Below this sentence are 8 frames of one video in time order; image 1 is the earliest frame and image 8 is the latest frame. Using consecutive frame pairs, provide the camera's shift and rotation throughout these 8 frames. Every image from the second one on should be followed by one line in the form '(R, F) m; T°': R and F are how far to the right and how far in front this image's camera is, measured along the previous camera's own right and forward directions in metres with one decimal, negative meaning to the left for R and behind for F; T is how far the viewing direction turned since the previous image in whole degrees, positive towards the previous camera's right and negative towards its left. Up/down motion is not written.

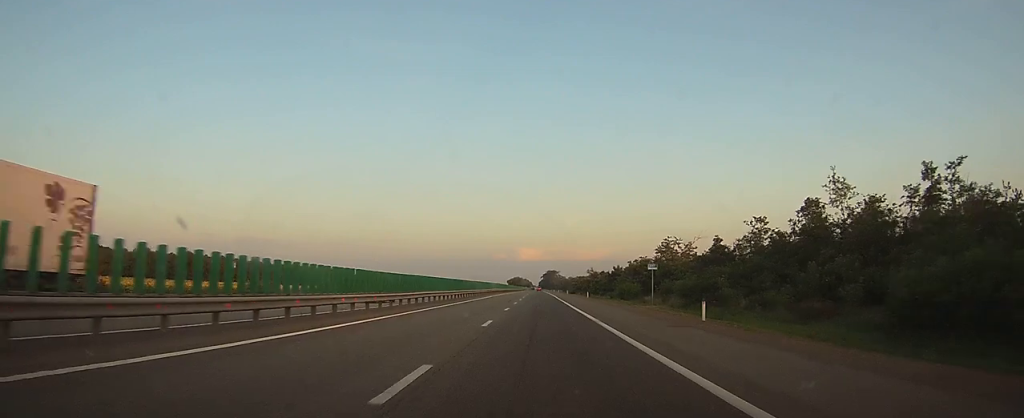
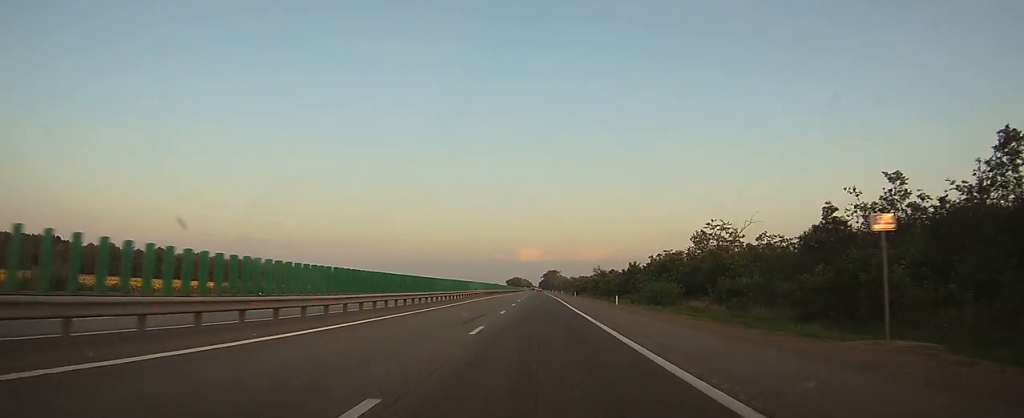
(0.0, +26.5) m; 0°
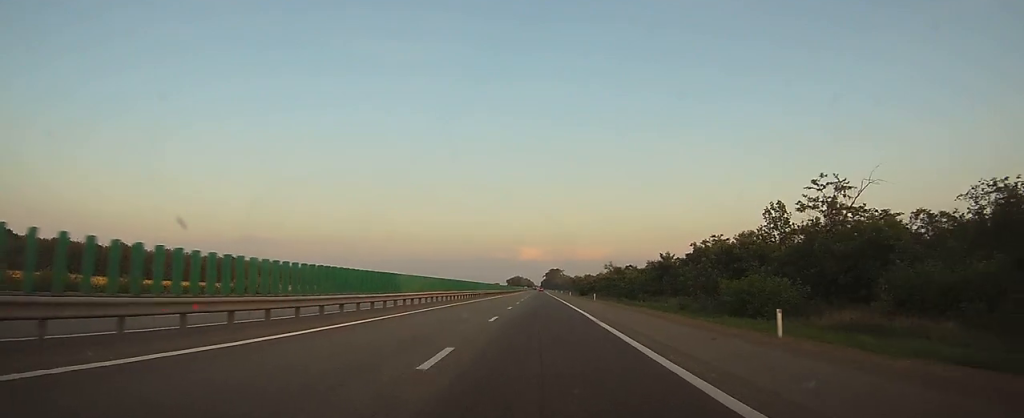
(+0.1, +30.4) m; 0°
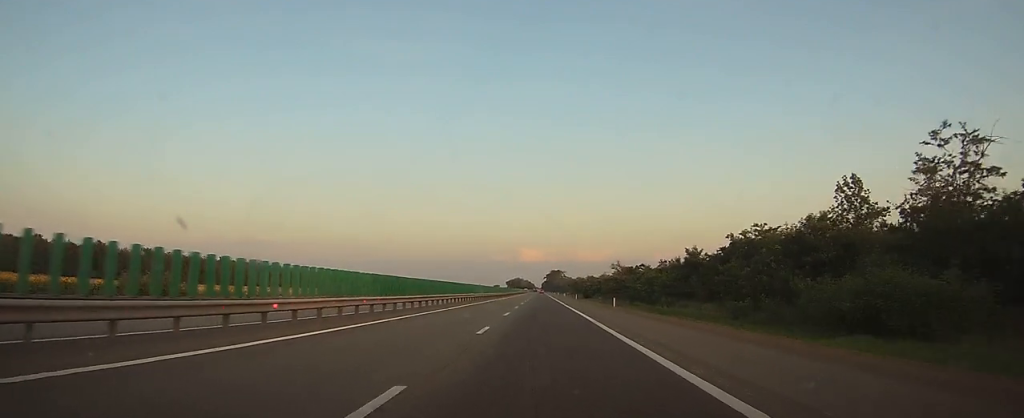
(0.0, +16.3) m; 0°
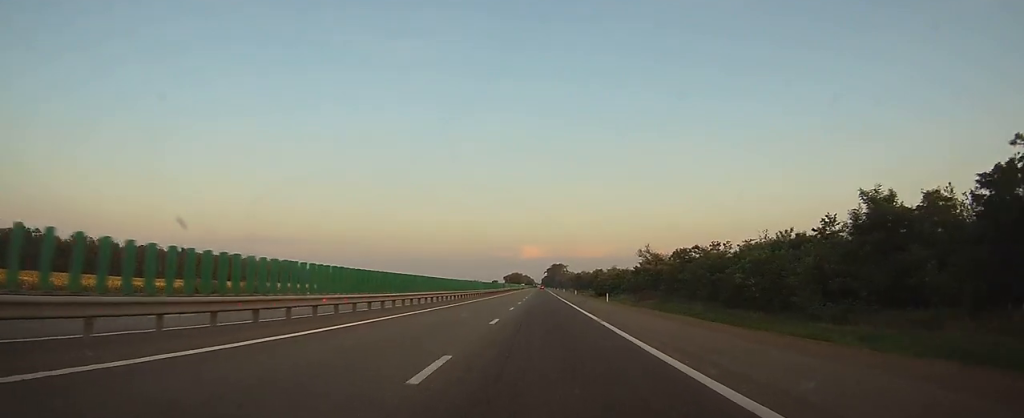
(-0.2, +44.6) m; 0°
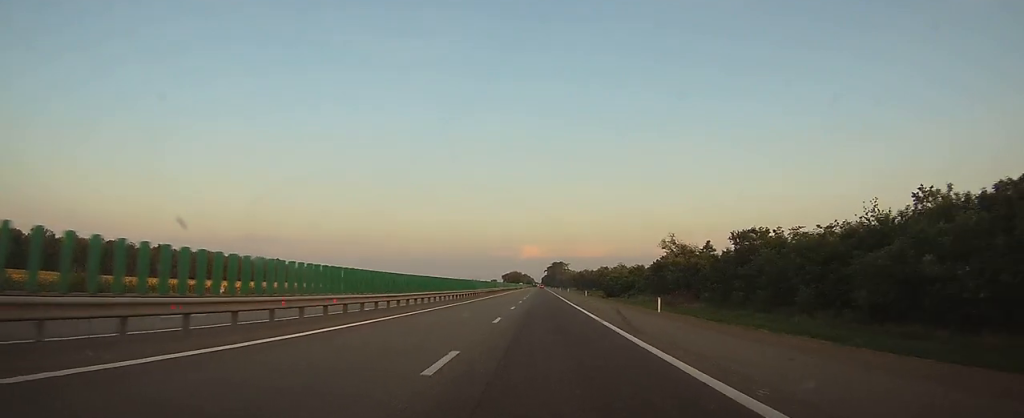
(0.0, +22.9) m; 0°
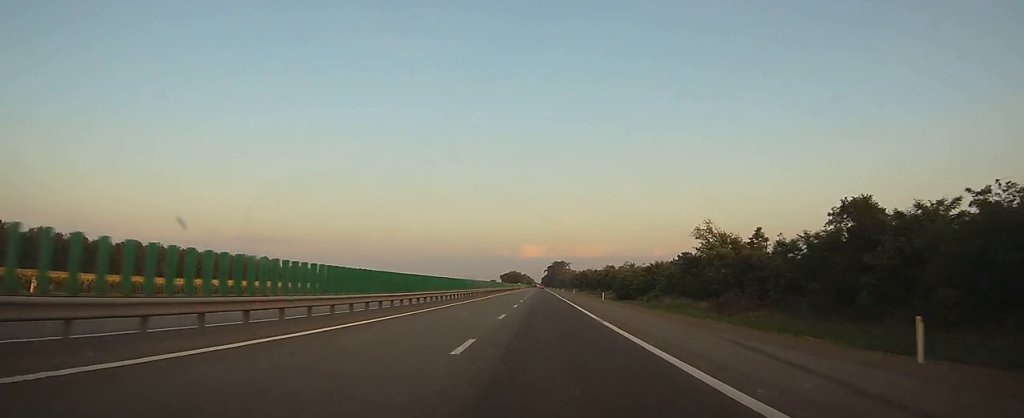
(0.0, +21.2) m; 0°
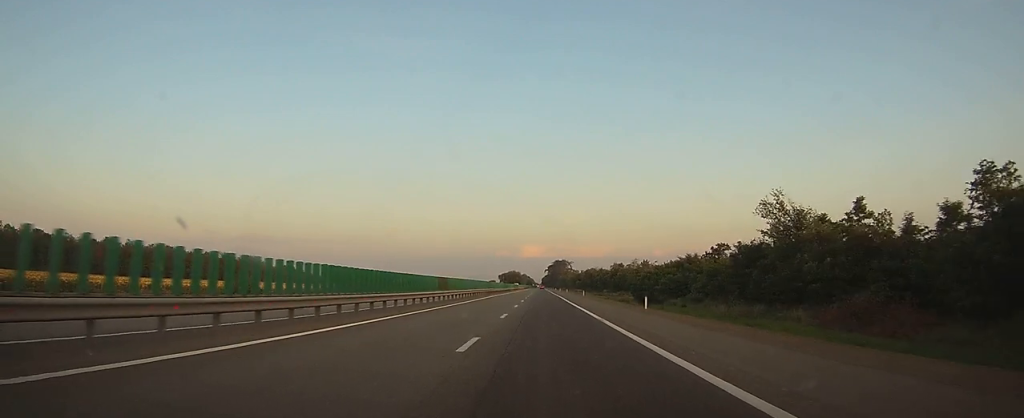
(+0.1, +23.2) m; 0°
